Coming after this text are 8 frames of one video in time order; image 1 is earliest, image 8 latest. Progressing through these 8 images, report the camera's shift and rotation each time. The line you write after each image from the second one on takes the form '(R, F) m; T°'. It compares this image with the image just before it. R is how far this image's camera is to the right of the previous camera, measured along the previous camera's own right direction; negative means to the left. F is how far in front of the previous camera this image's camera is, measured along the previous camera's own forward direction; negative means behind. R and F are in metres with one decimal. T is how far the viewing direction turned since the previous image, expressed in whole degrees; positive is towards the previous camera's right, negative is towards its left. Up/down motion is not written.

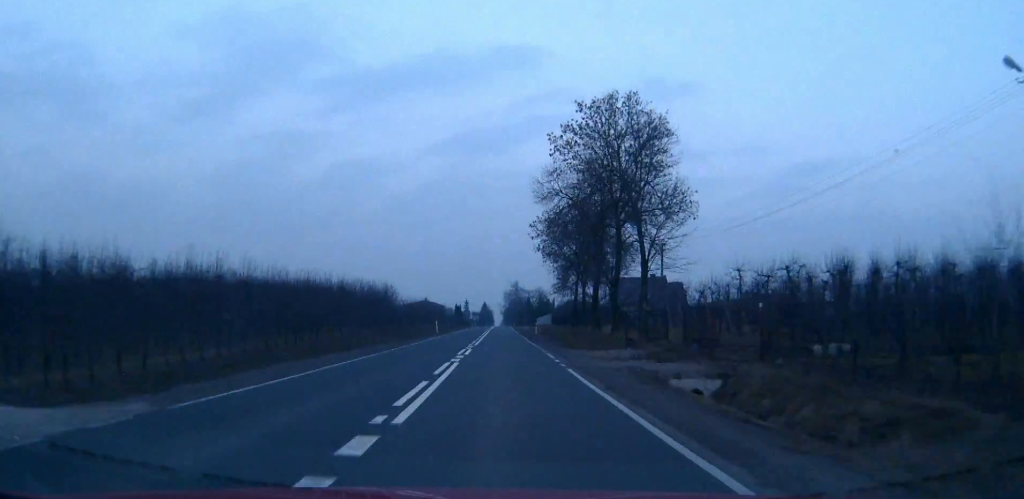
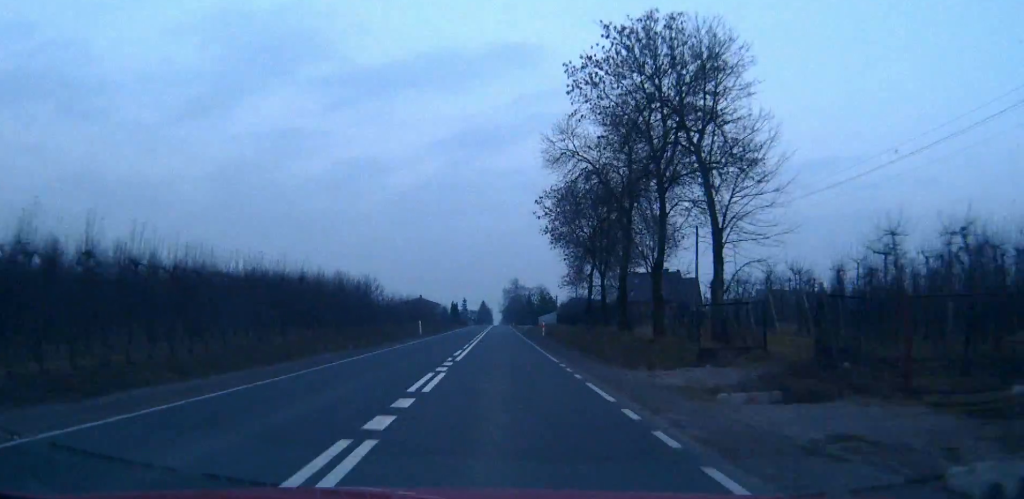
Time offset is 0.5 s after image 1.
(0.0, +13.0) m; 0°
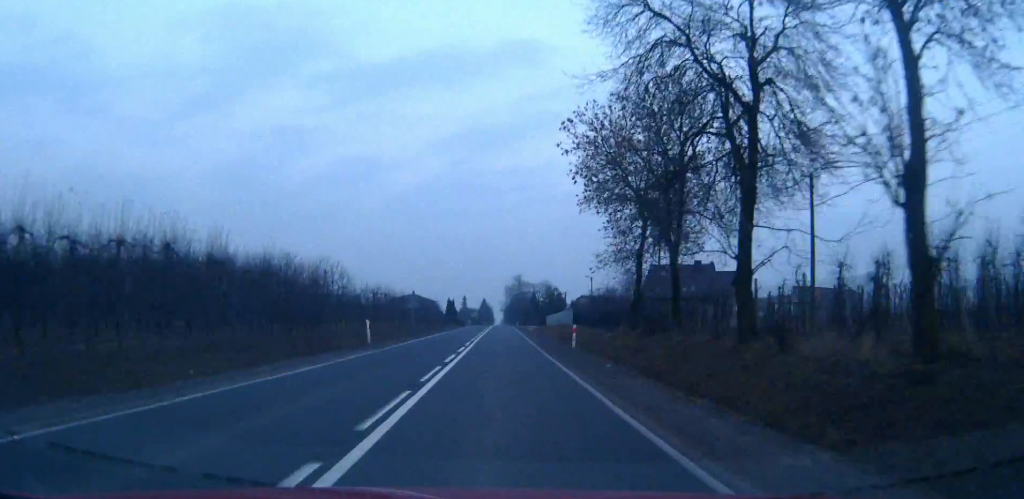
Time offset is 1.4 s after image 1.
(0.0, +21.9) m; 0°
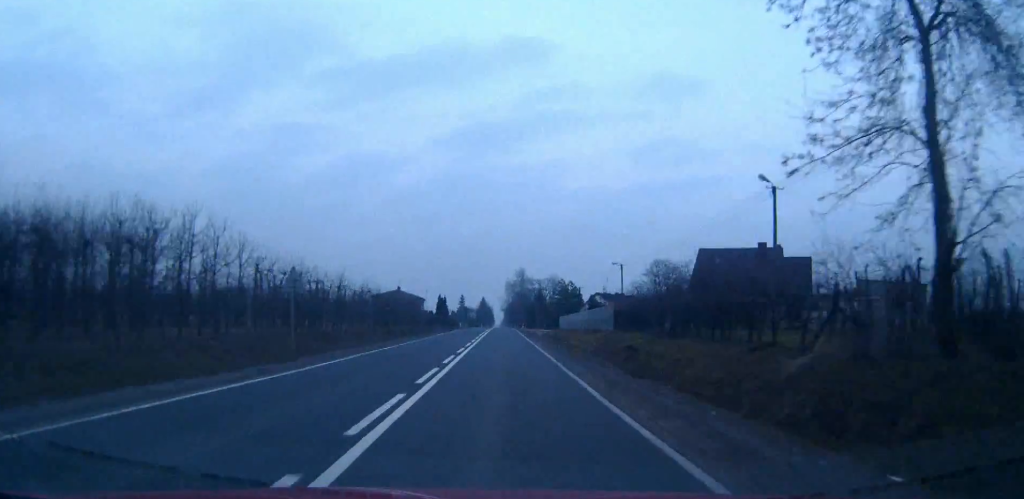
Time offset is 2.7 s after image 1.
(0.0, +30.1) m; 0°
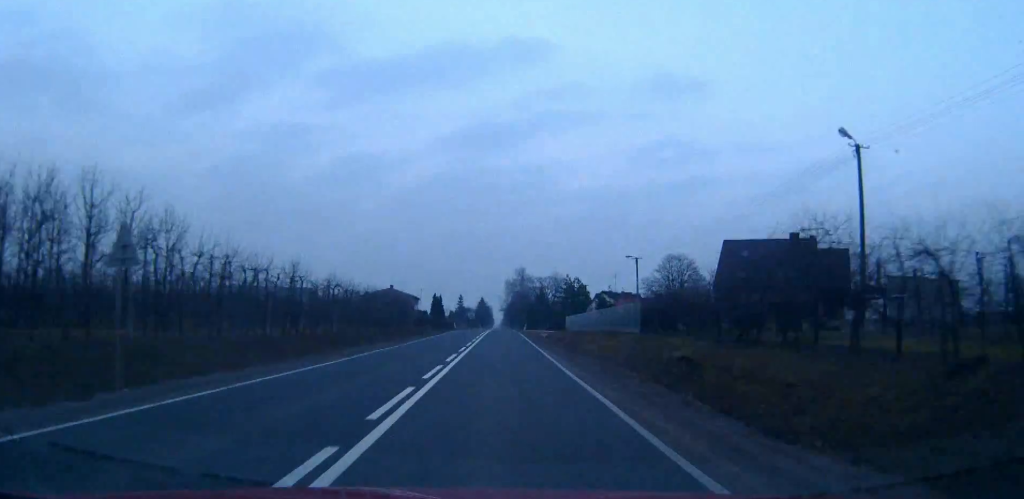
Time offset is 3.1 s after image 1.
(0.0, +10.6) m; 0°
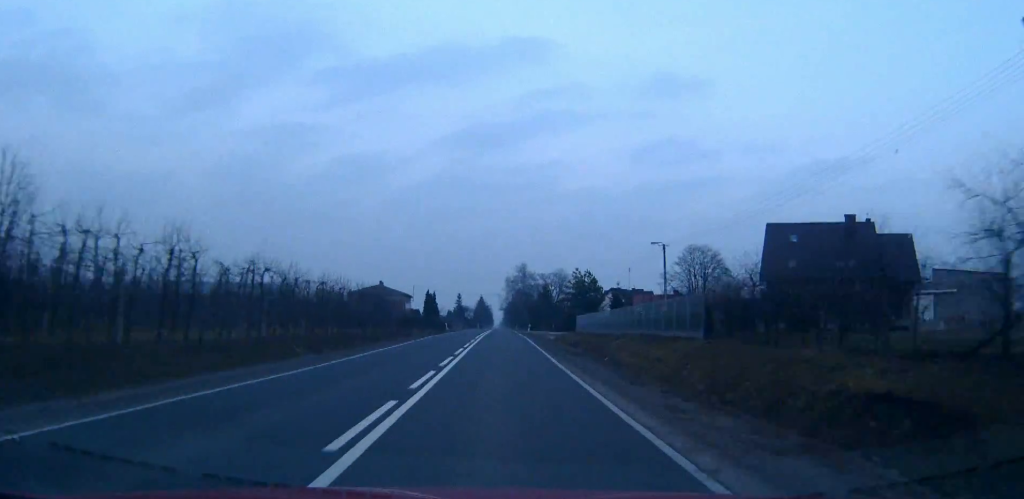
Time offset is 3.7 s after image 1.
(0.0, +13.9) m; 0°
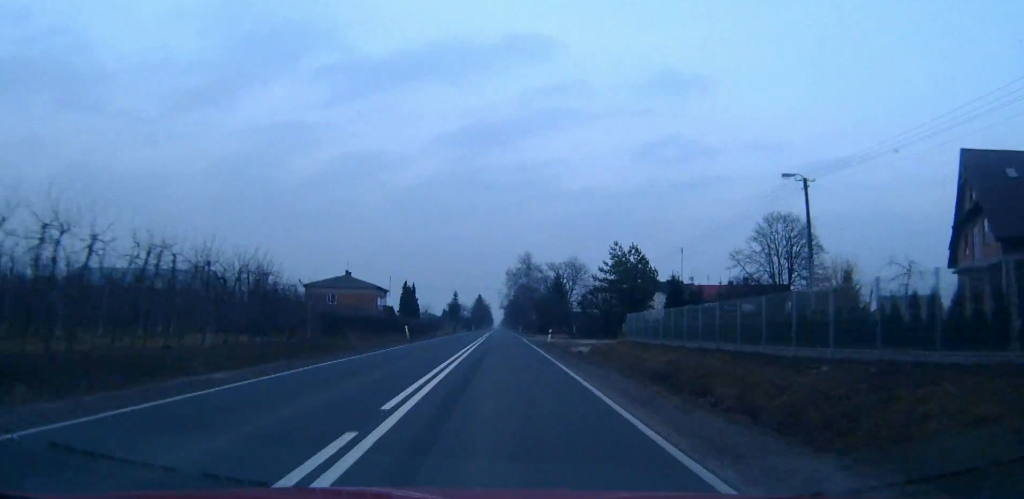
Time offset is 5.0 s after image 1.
(0.0, +32.7) m; 0°
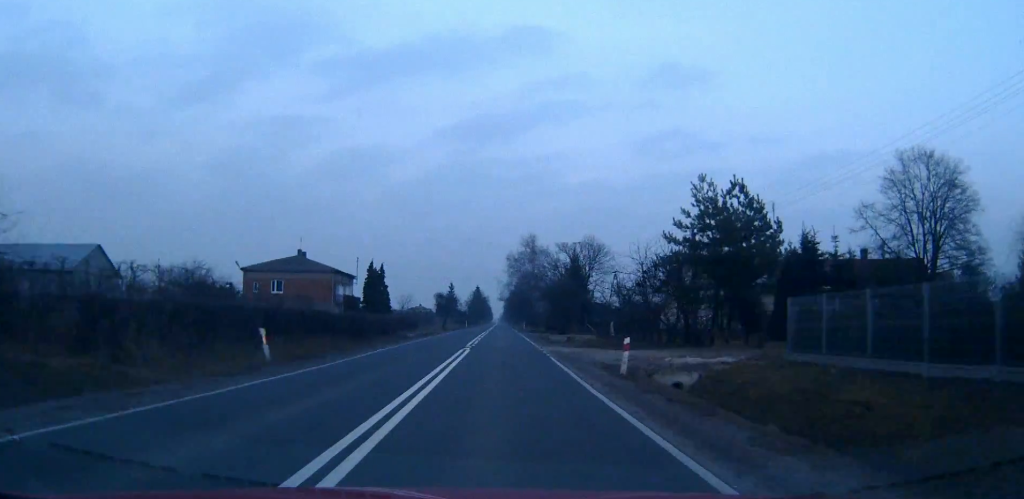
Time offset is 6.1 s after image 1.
(0.0, +27.8) m; 0°
